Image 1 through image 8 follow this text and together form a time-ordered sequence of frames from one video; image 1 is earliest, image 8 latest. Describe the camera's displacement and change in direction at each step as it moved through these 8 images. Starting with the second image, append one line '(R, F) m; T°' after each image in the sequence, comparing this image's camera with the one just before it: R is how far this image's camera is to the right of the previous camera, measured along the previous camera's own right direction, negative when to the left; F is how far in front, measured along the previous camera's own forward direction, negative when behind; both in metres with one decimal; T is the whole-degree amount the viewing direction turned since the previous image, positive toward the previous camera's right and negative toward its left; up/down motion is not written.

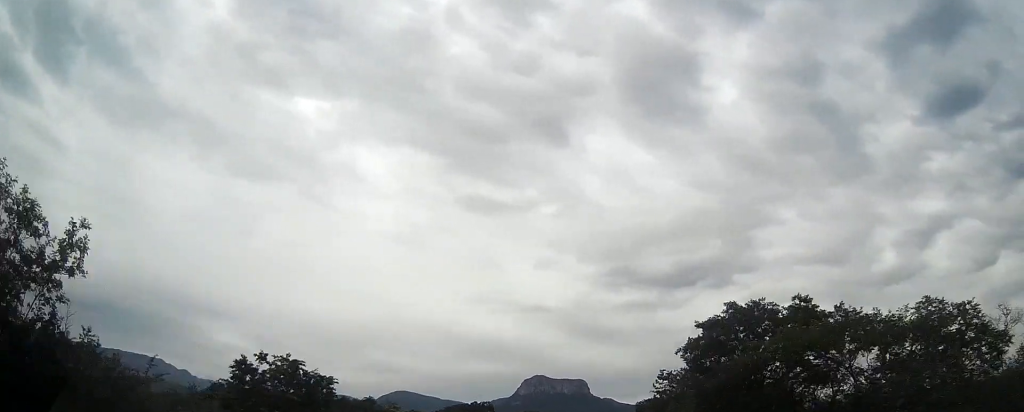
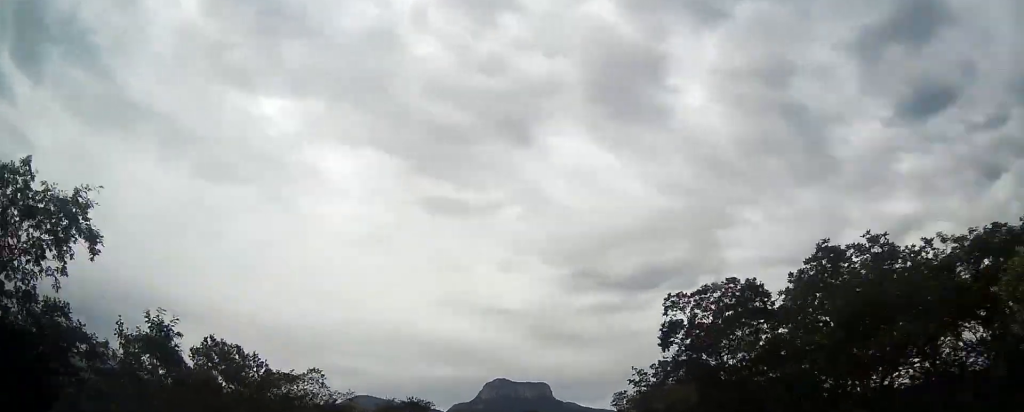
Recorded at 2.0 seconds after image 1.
(+2.3, +72.2) m; +3°
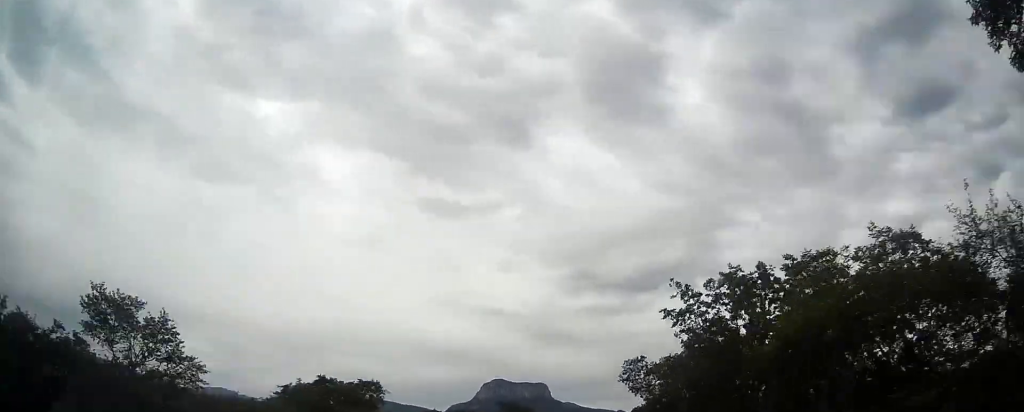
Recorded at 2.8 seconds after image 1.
(+0.2, +27.0) m; +1°
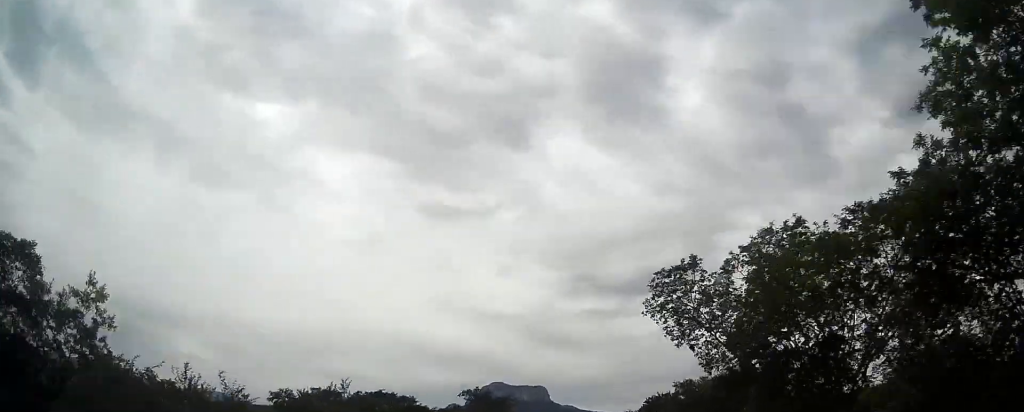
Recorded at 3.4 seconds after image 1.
(+0.1, +22.9) m; +1°
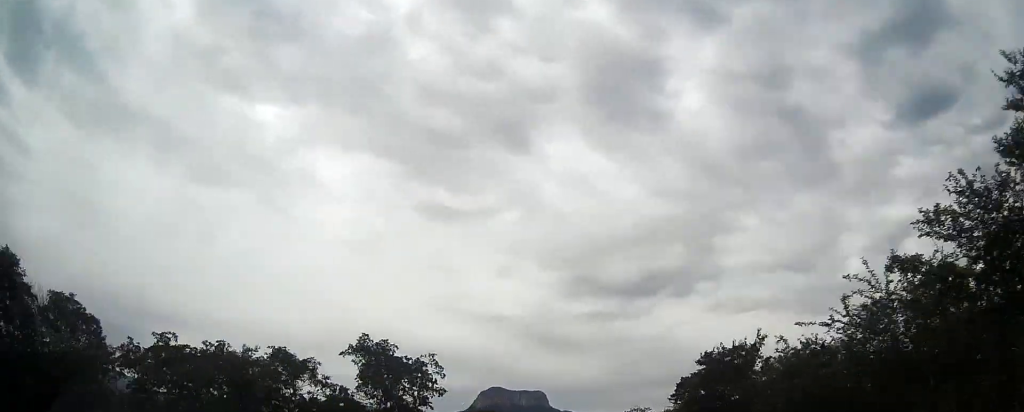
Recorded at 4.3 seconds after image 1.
(+0.5, +31.7) m; +1°
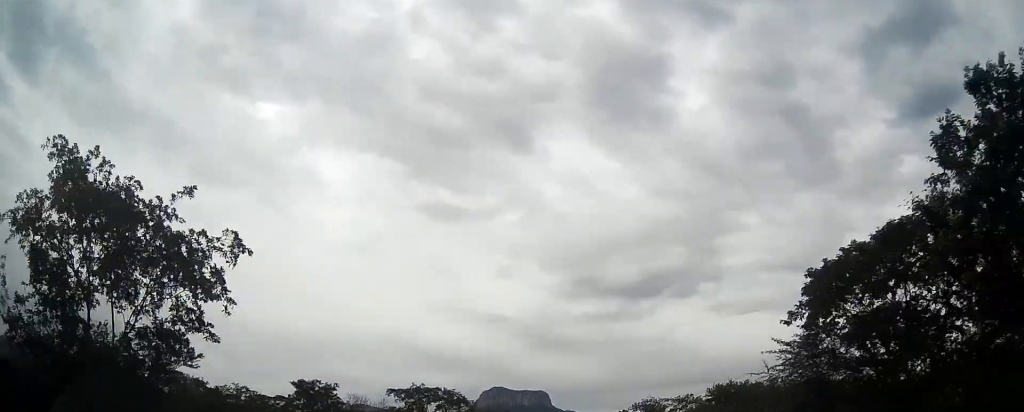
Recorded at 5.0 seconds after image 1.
(+0.2, +23.1) m; 0°
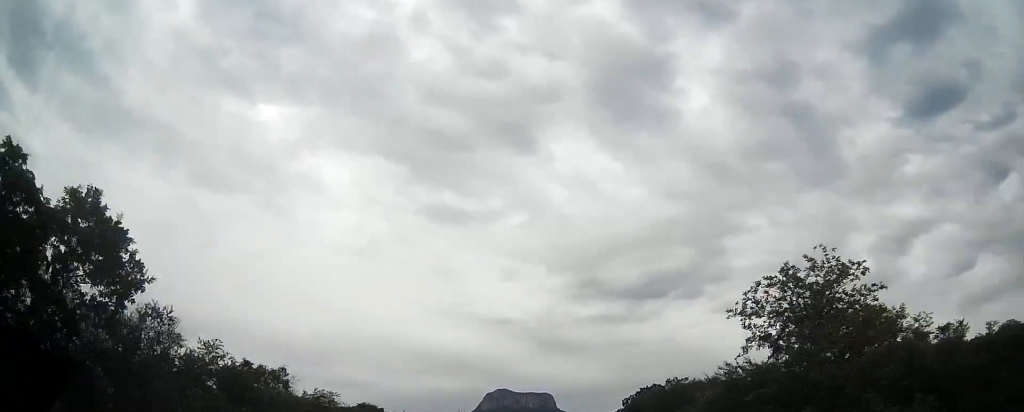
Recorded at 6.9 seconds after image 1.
(+0.1, +69.4) m; 0°
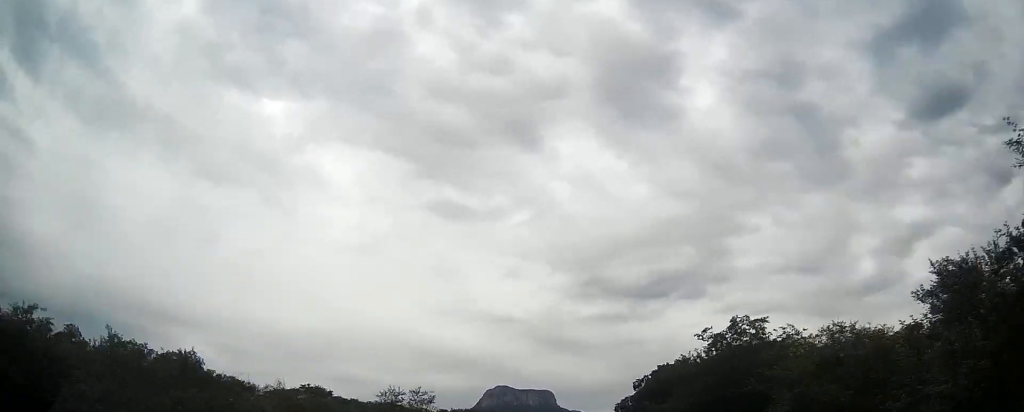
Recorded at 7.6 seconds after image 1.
(0.0, +24.6) m; 0°
